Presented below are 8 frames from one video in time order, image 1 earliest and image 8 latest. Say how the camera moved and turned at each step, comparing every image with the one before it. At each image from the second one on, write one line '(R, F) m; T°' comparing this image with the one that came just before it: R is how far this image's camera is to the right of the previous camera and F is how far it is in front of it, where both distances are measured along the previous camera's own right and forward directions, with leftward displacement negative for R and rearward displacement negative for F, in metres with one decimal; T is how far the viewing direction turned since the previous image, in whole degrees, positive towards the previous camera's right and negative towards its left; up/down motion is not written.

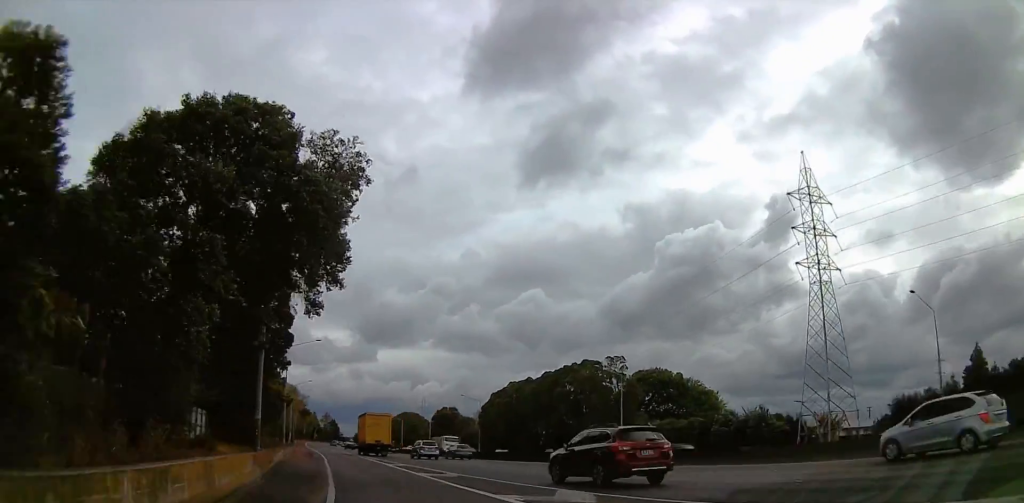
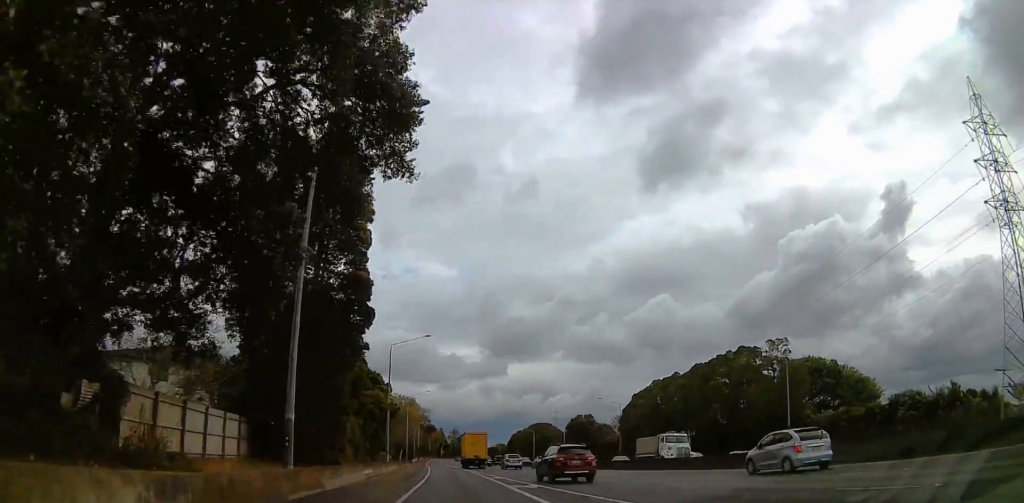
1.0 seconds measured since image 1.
(-0.8, +10.9) m; -10°
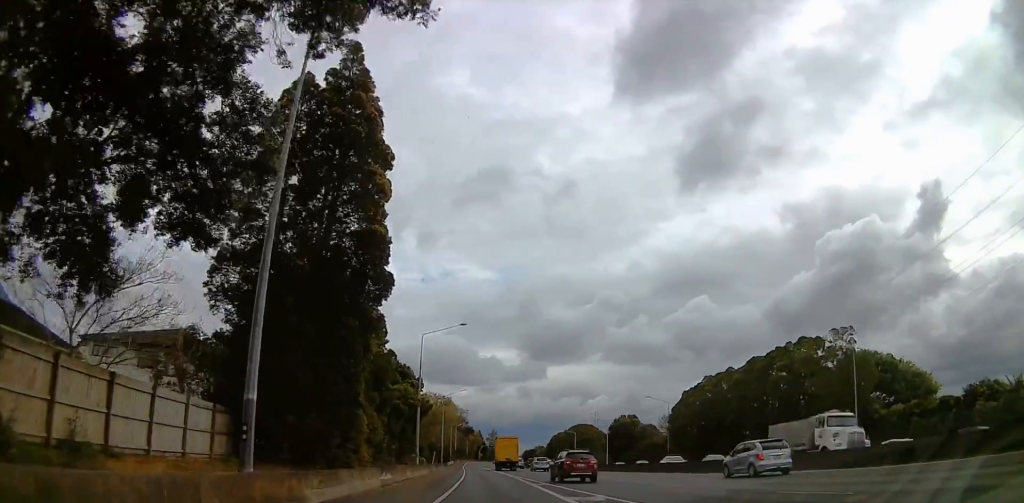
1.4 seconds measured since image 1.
(-0.5, +5.5) m; -5°
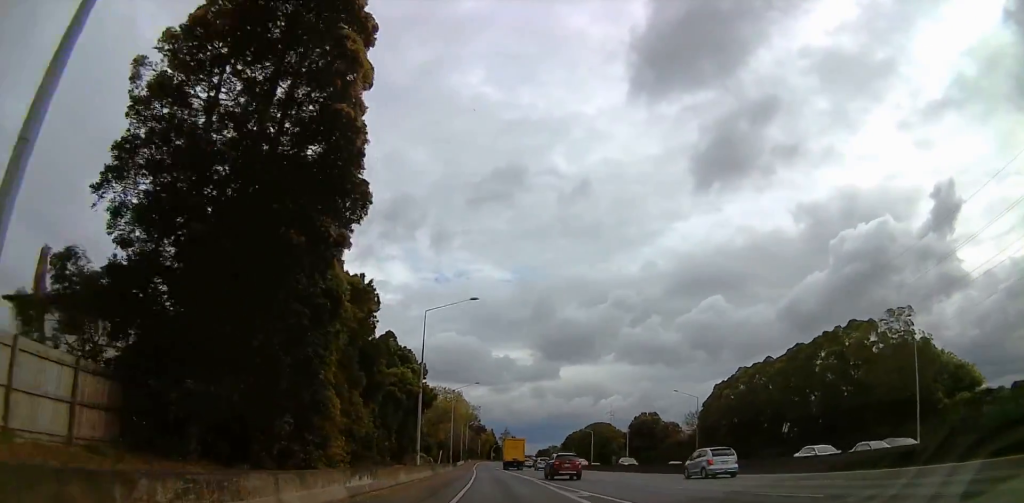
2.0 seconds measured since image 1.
(-0.3, +7.7) m; -2°
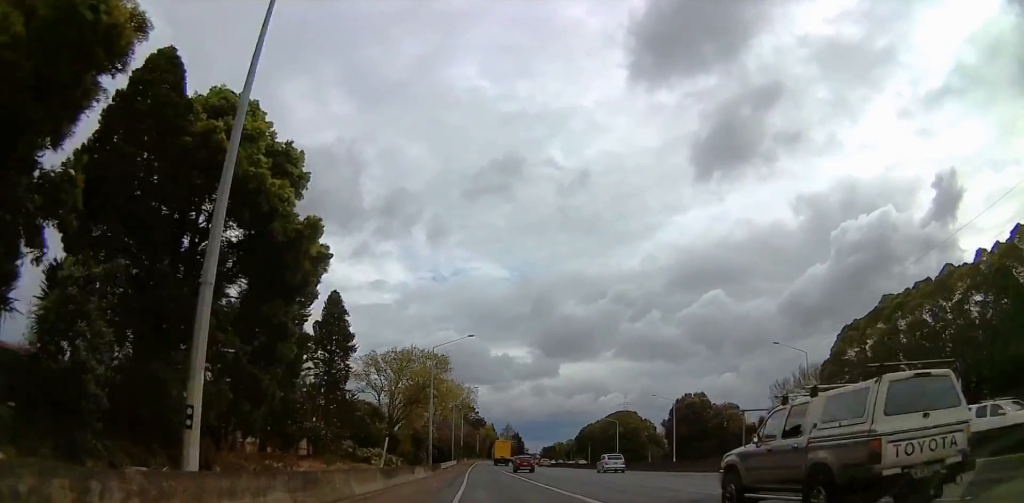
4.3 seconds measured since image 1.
(-0.3, +37.8) m; -1°
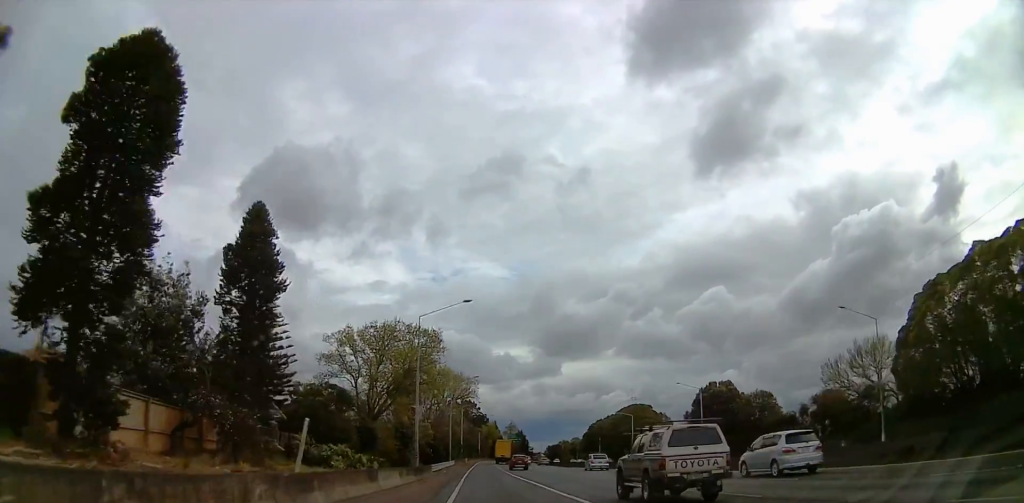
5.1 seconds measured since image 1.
(-0.1, +14.0) m; -1°
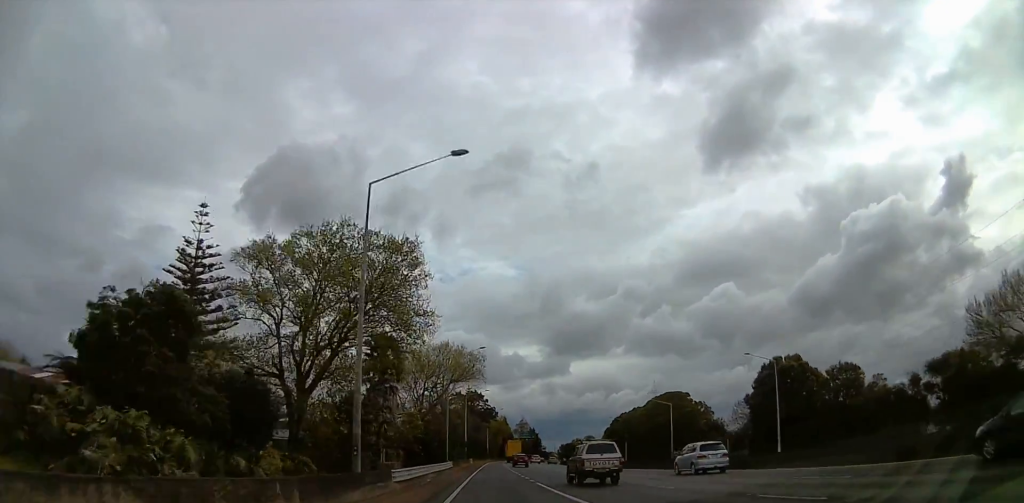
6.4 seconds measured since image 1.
(-0.1, +24.7) m; -2°
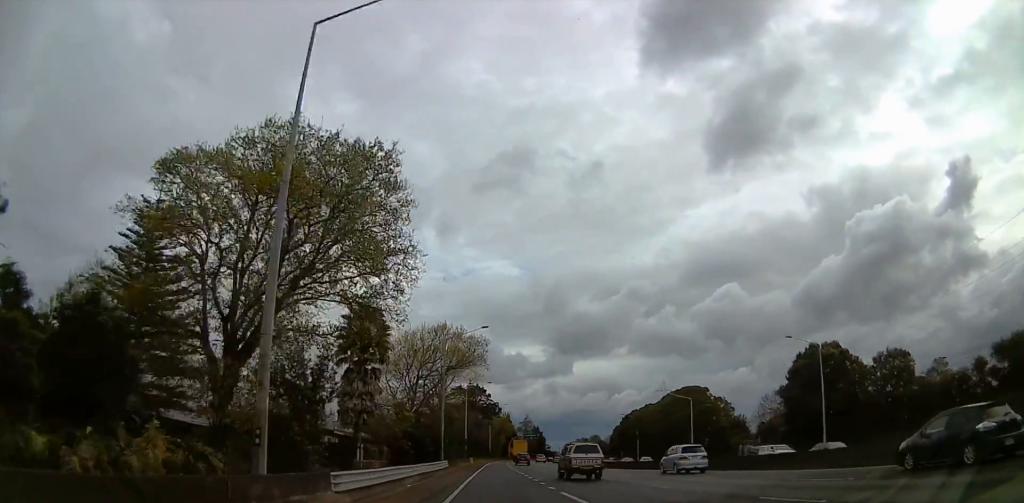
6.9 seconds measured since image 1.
(-0.1, +10.0) m; 0°
